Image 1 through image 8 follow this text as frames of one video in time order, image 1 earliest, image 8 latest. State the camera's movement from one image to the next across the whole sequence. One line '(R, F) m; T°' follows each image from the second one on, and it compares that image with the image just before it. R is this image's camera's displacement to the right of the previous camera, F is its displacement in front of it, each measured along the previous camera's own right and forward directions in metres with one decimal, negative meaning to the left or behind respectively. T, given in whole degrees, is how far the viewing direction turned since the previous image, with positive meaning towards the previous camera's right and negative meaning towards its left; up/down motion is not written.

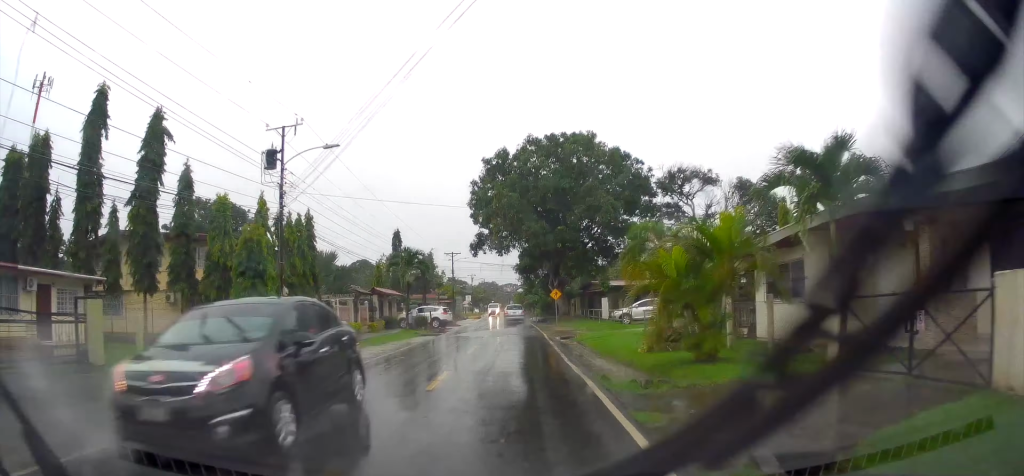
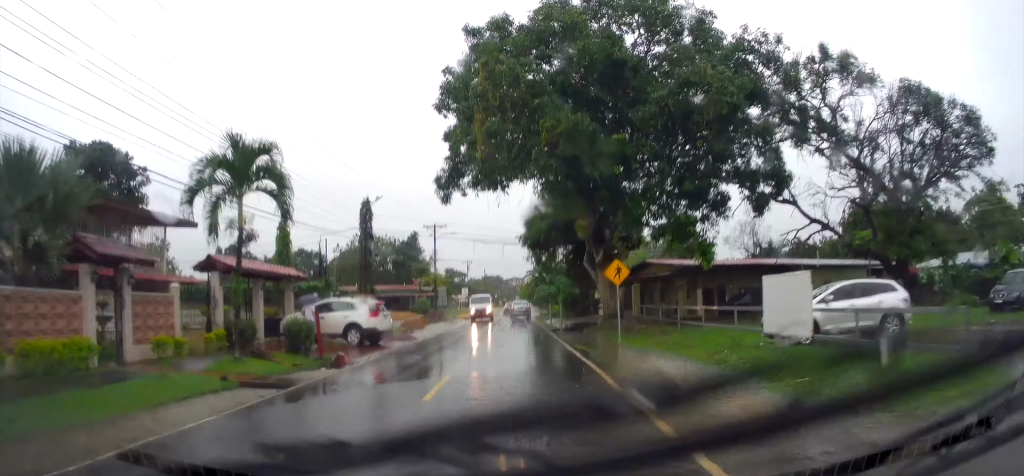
(-0.1, +24.5) m; -3°
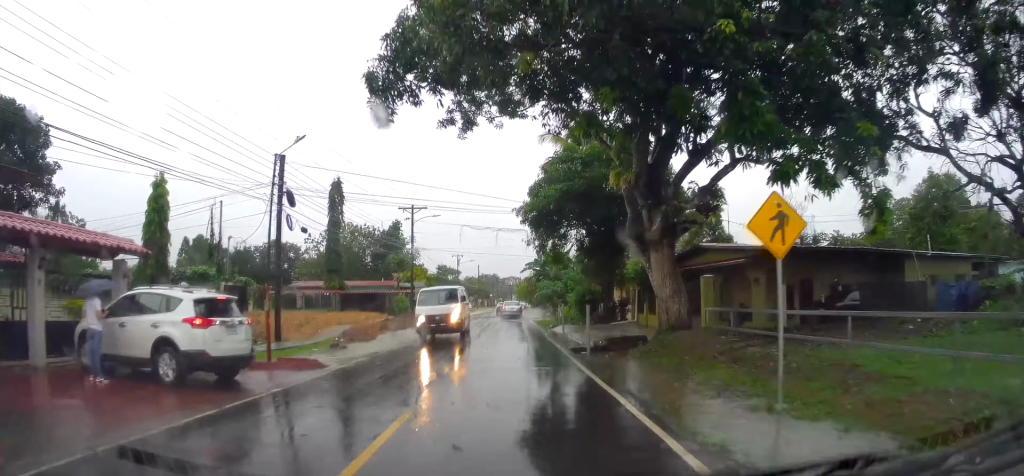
(-0.8, +12.1) m; -1°
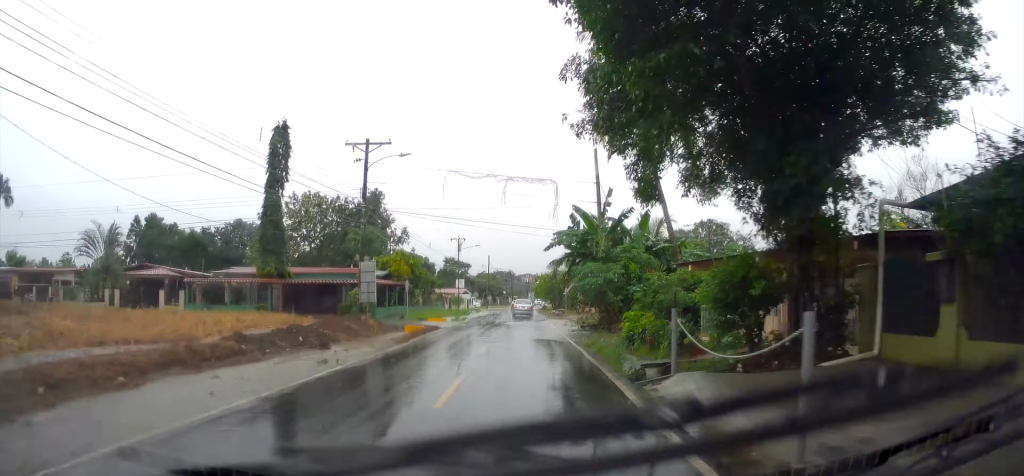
(+0.8, +21.3) m; +2°
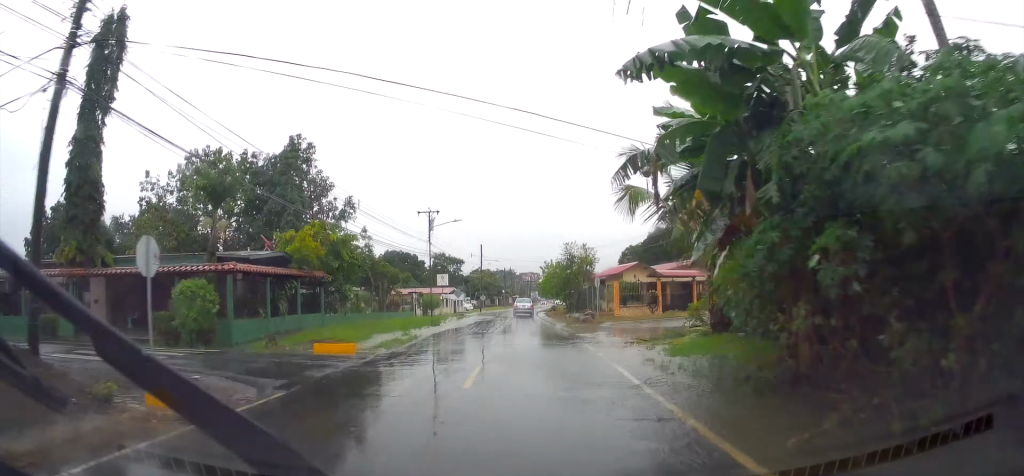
(-0.2, +22.1) m; -1°
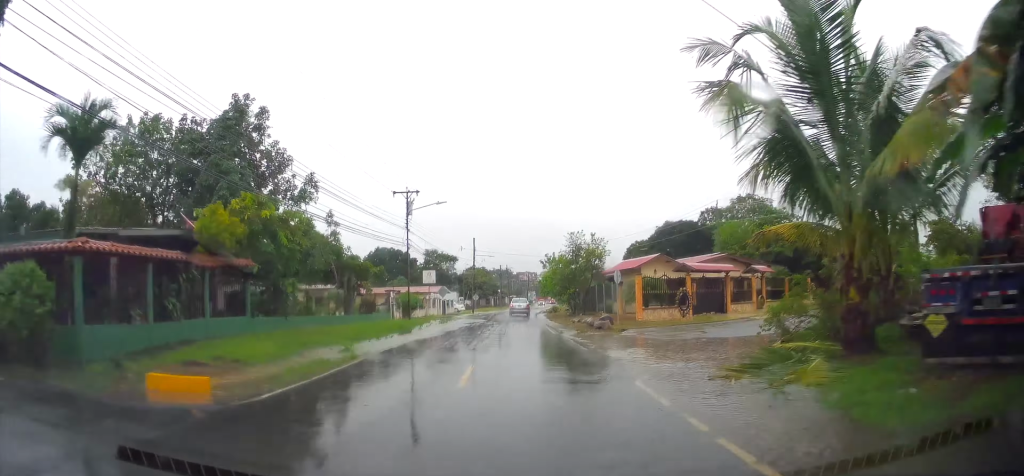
(0.0, +8.2) m; -1°
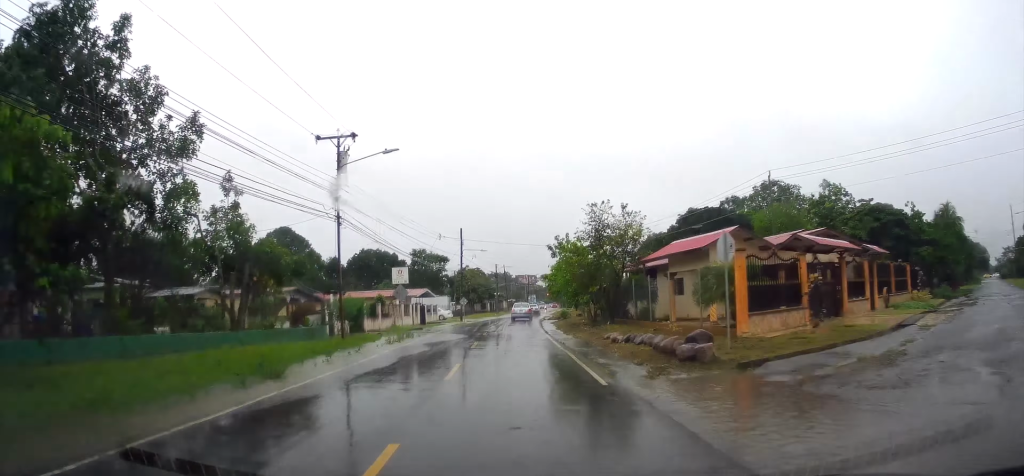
(-0.2, +14.3) m; -1°
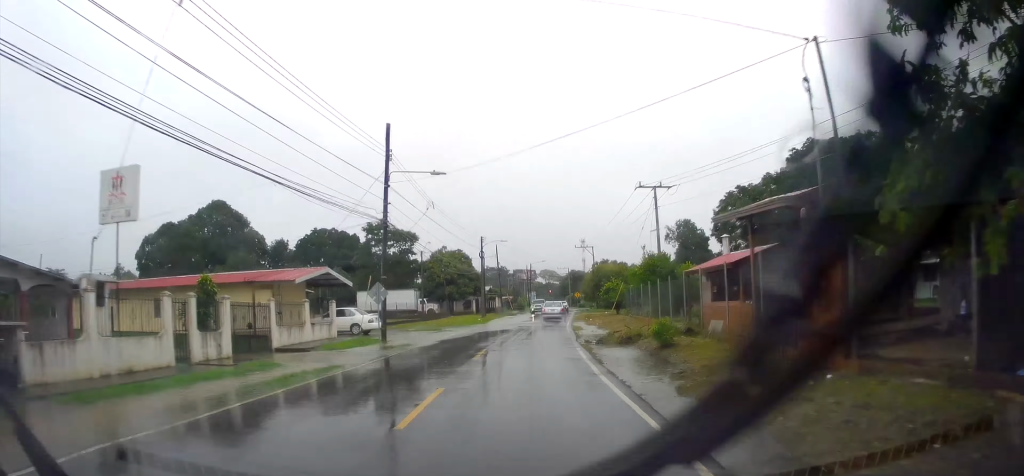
(0.0, +32.5) m; +2°
